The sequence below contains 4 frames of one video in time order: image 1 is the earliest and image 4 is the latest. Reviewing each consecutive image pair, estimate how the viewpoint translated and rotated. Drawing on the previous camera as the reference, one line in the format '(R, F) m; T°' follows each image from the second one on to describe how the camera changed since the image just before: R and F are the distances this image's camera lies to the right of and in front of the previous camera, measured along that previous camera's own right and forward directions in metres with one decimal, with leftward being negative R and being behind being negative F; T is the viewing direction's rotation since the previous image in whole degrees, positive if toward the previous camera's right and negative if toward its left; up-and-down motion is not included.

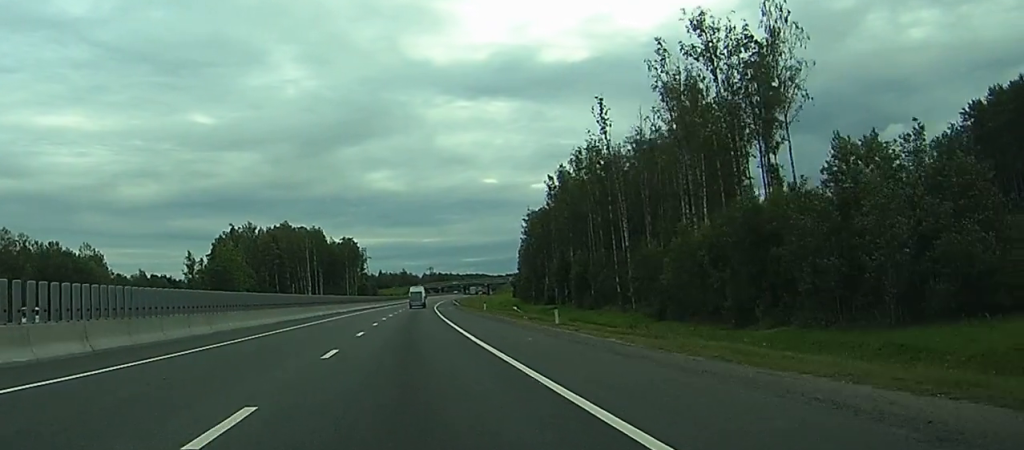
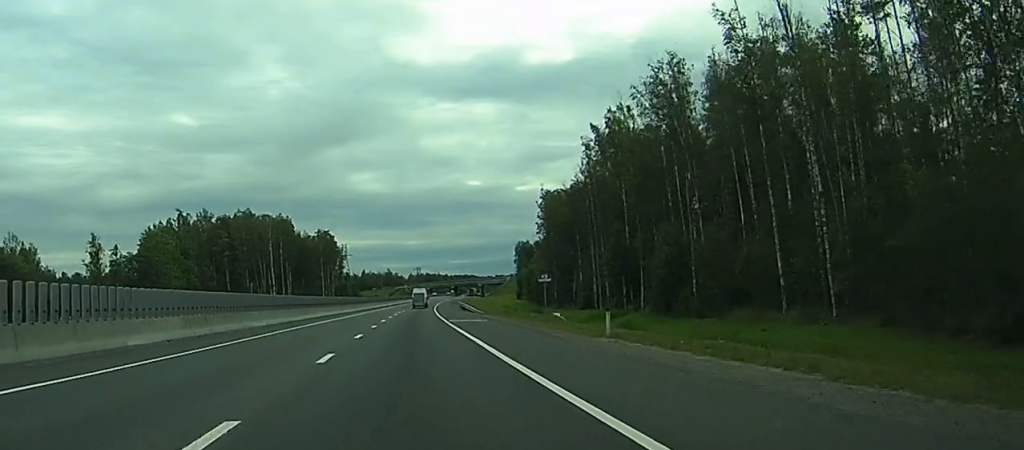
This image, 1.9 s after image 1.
(+0.5, +49.8) m; +1°
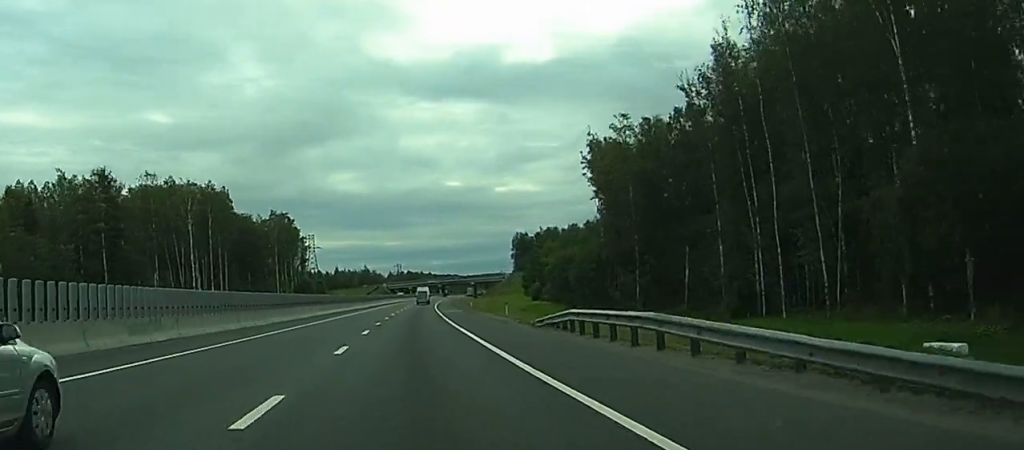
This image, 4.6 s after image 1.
(+0.9, +69.5) m; +1°
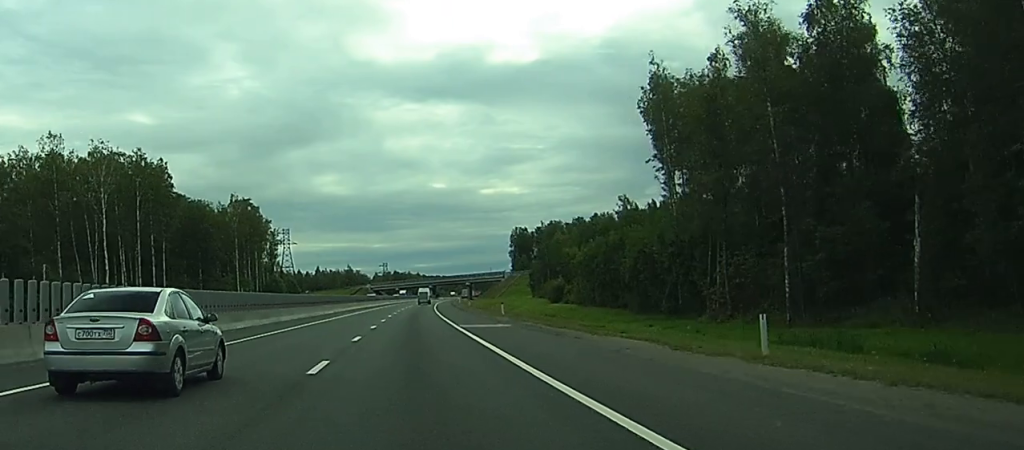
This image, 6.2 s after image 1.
(+0.1, +41.6) m; +1°
